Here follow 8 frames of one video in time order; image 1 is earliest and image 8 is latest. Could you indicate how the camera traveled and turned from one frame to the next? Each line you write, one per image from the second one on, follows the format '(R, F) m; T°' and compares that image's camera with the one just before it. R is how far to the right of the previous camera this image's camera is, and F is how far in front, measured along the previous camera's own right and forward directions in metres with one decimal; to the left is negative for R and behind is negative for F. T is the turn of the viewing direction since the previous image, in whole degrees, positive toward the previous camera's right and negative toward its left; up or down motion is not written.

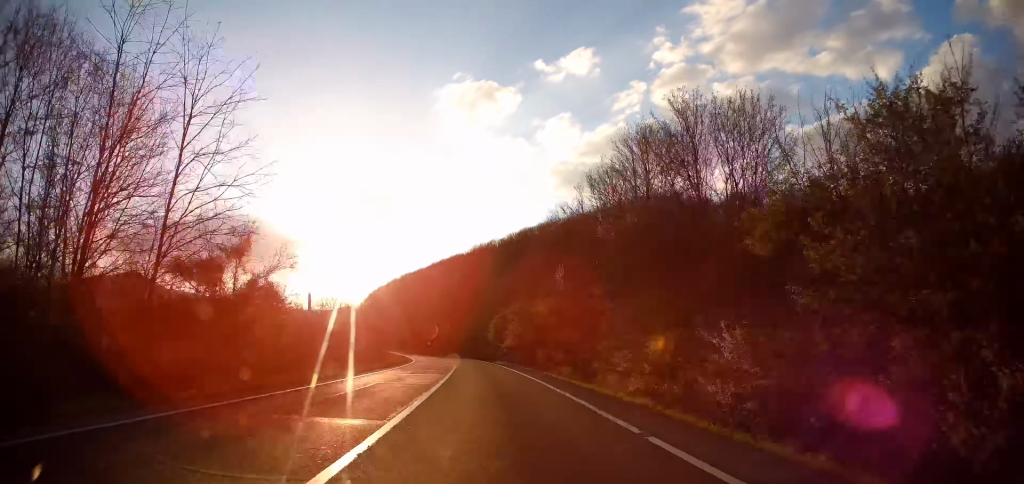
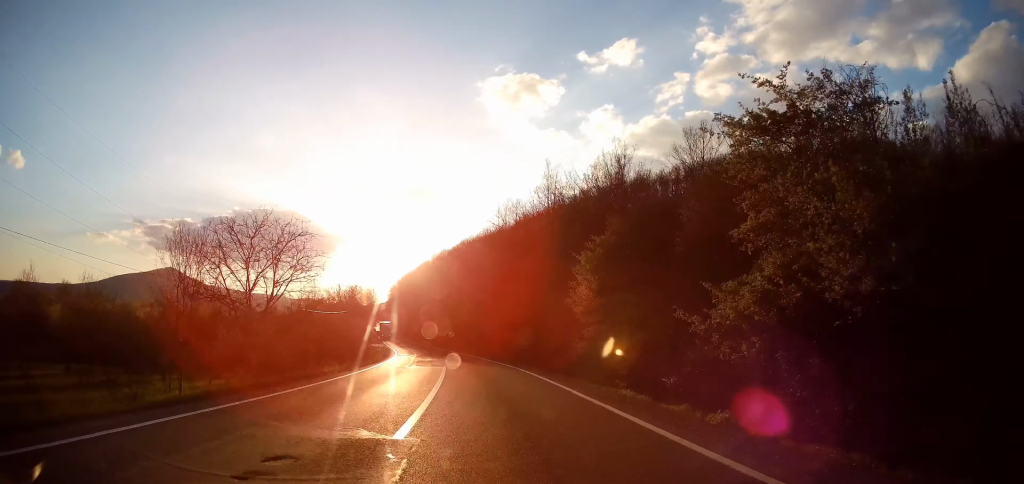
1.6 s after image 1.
(+0.6, +40.8) m; -1°
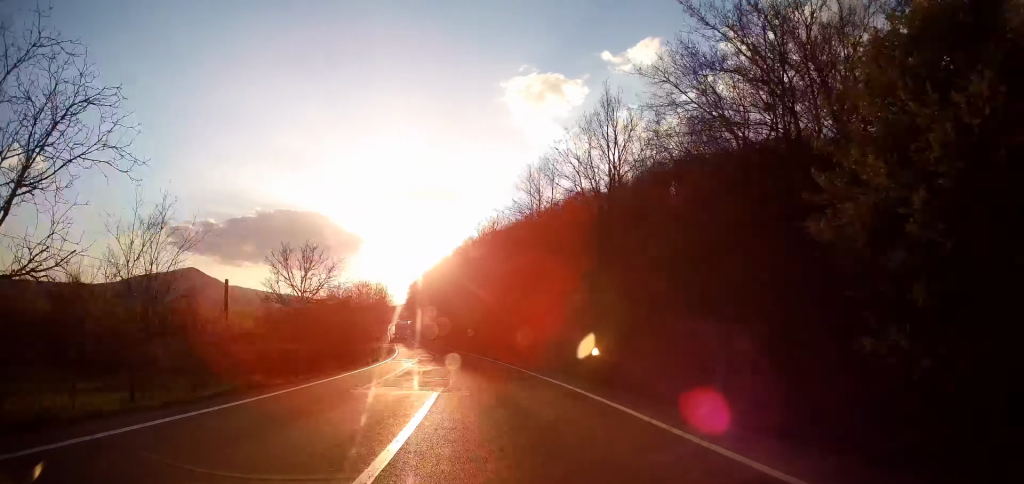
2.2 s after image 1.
(-0.2, +14.6) m; -2°
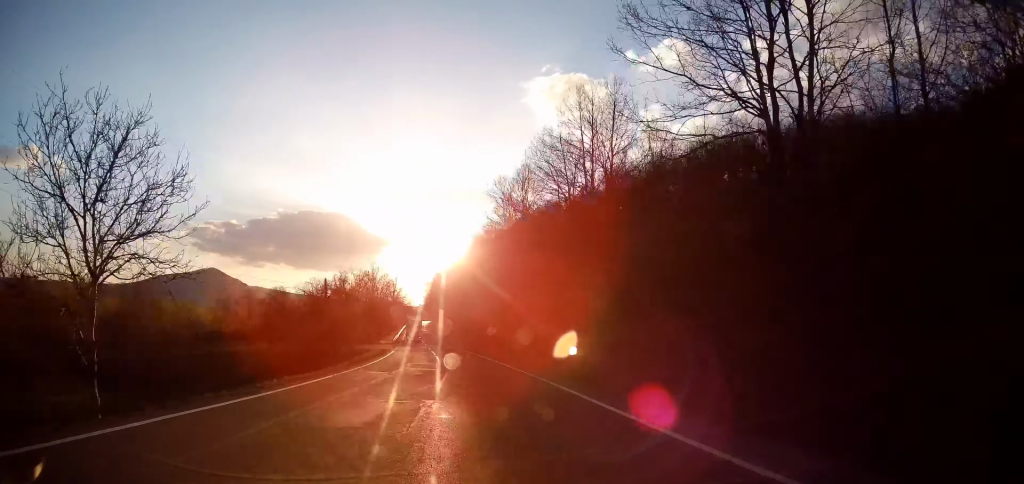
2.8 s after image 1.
(0.0, +16.4) m; -3°
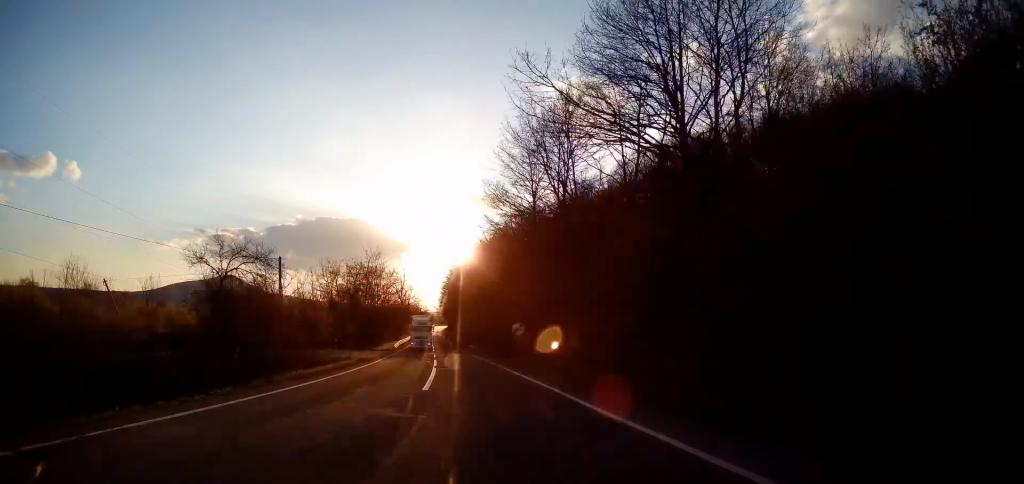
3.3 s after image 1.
(-0.6, +13.9) m; -3°
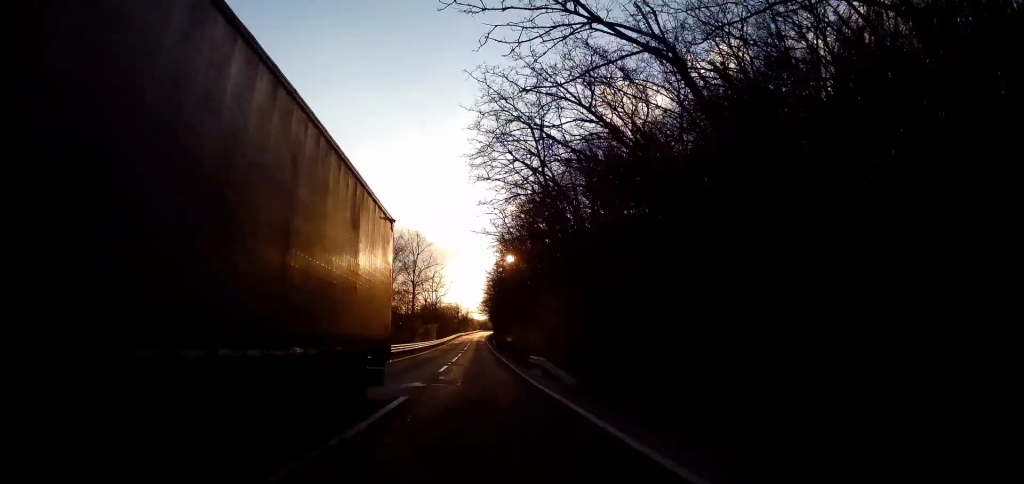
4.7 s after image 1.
(-2.1, +36.6) m; -6°
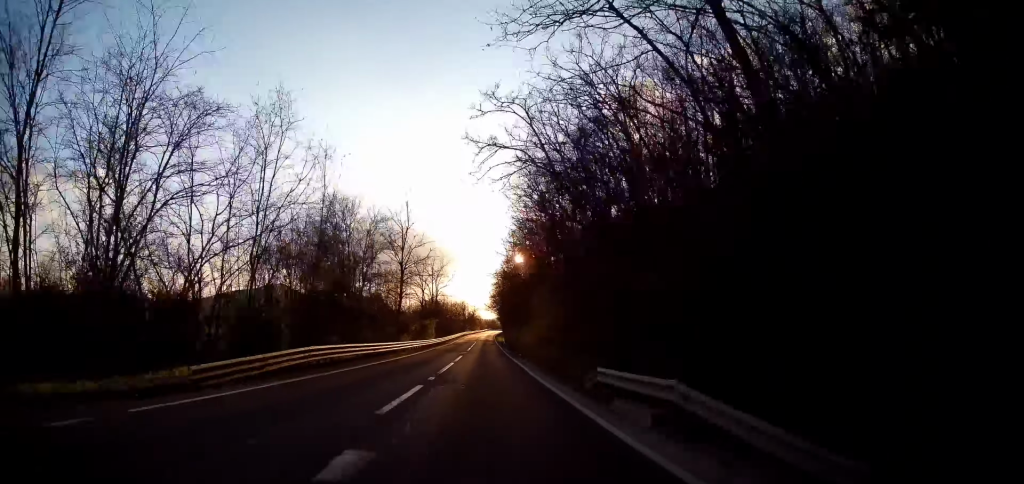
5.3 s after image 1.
(-0.3, +14.1) m; -1°
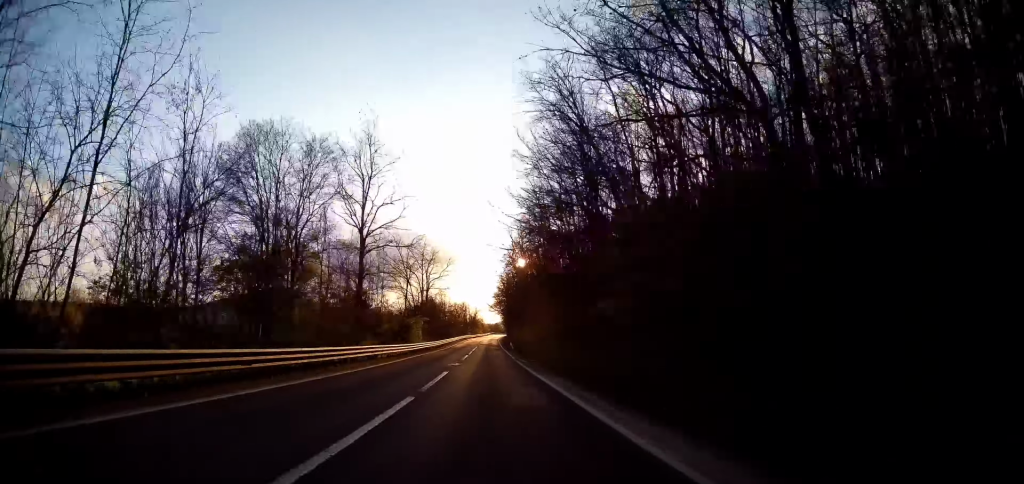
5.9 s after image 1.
(-0.2, +16.8) m; -1°
